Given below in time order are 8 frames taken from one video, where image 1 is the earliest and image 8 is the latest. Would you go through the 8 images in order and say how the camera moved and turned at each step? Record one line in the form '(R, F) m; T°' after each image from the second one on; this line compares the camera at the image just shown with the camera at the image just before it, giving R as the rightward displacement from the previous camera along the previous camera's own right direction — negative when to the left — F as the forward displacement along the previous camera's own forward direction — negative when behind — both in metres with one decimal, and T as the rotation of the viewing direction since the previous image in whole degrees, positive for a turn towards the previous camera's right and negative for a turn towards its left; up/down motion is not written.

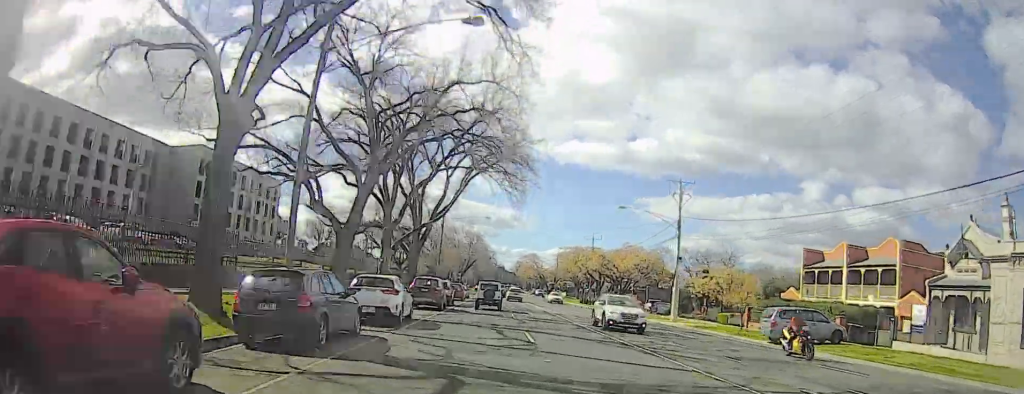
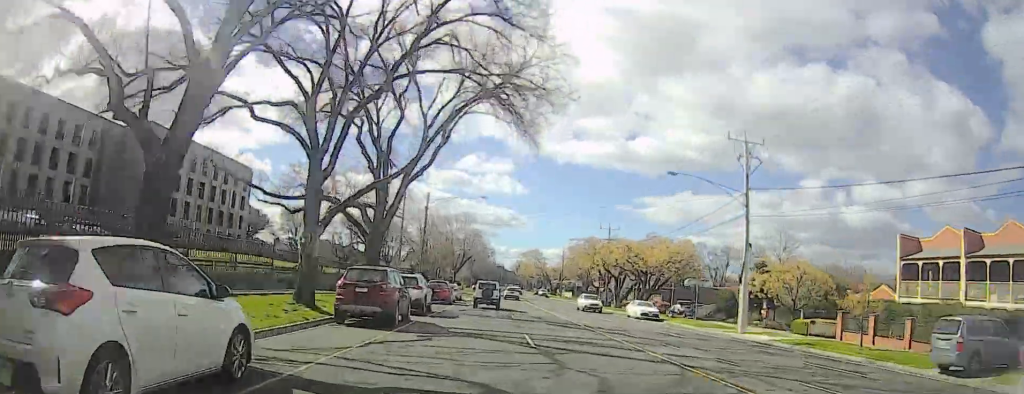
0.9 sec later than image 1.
(0.0, +12.1) m; -1°
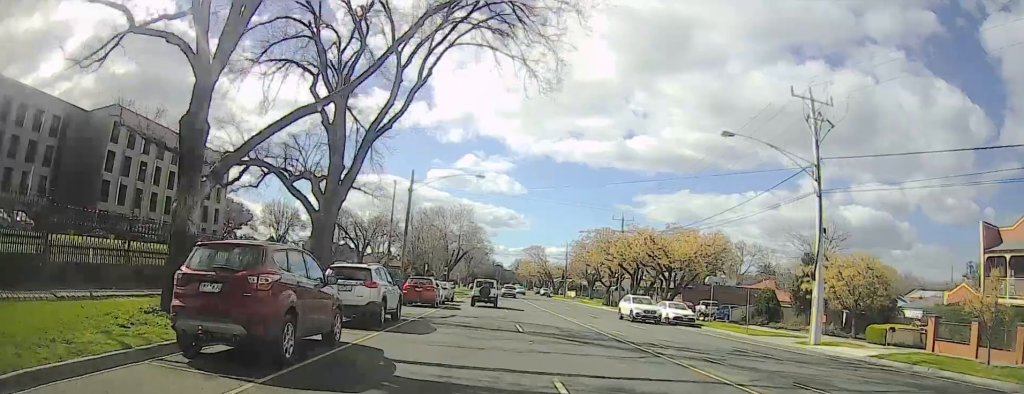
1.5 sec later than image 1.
(+0.1, +7.7) m; -1°
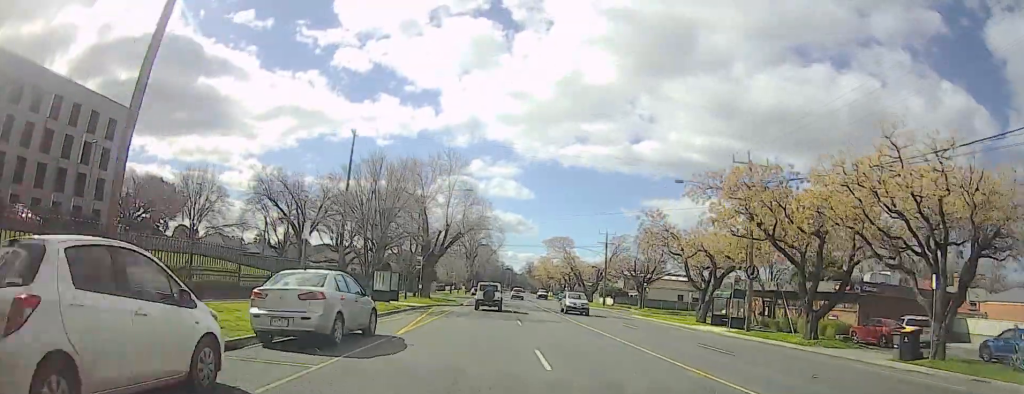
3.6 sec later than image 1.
(+0.1, +30.5) m; +1°
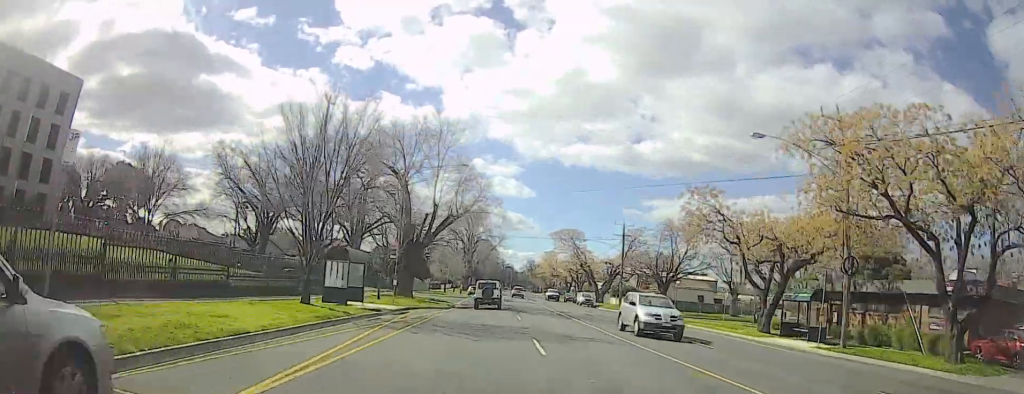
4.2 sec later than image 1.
(0.0, +10.0) m; -1°
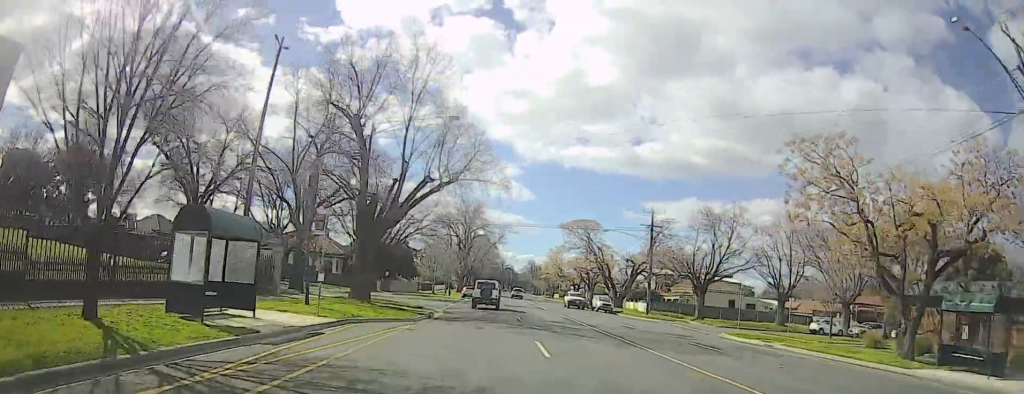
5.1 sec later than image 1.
(-0.2, +13.0) m; -1°
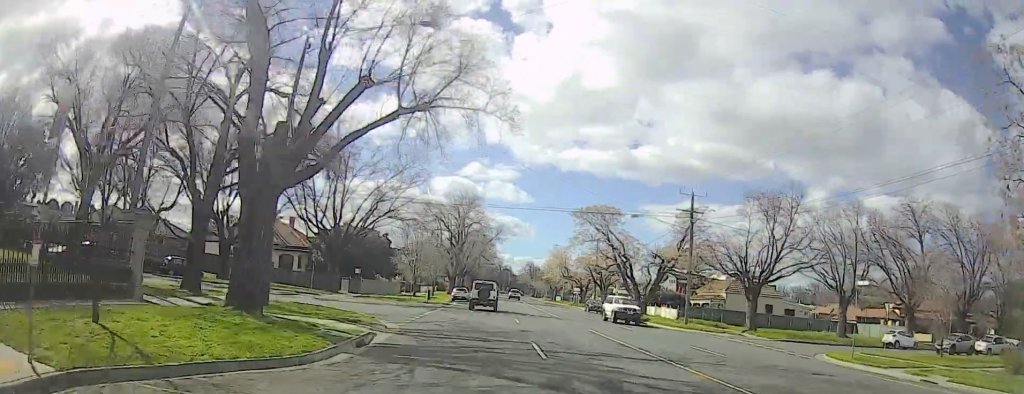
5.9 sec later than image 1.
(-0.1, +13.0) m; 0°
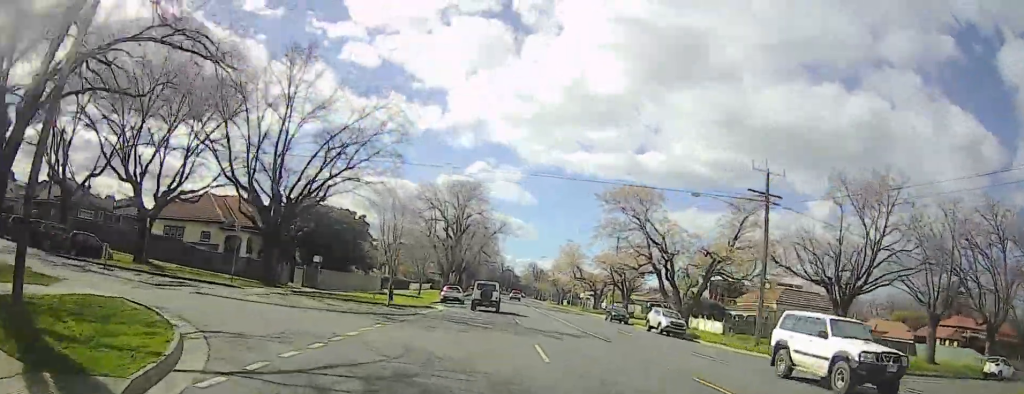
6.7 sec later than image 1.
(0.0, +13.6) m; +1°
